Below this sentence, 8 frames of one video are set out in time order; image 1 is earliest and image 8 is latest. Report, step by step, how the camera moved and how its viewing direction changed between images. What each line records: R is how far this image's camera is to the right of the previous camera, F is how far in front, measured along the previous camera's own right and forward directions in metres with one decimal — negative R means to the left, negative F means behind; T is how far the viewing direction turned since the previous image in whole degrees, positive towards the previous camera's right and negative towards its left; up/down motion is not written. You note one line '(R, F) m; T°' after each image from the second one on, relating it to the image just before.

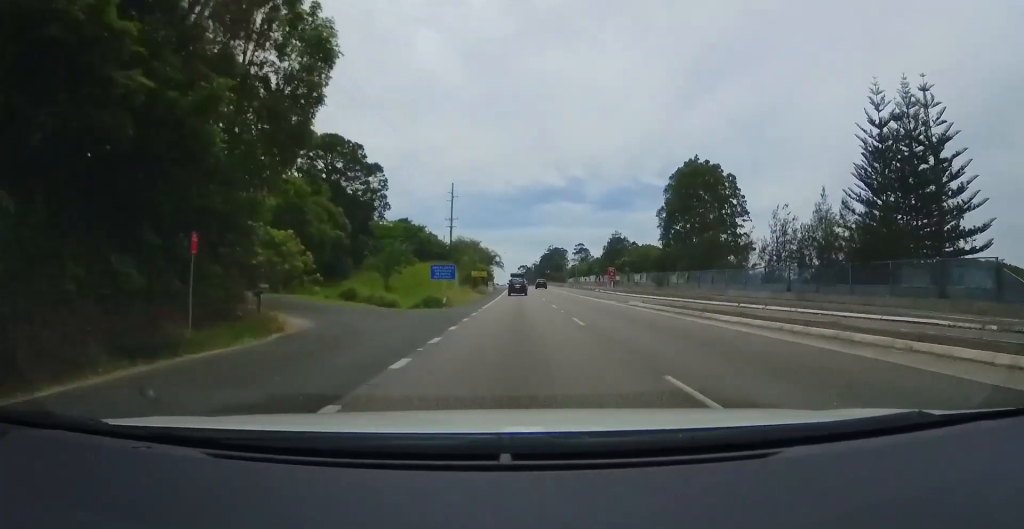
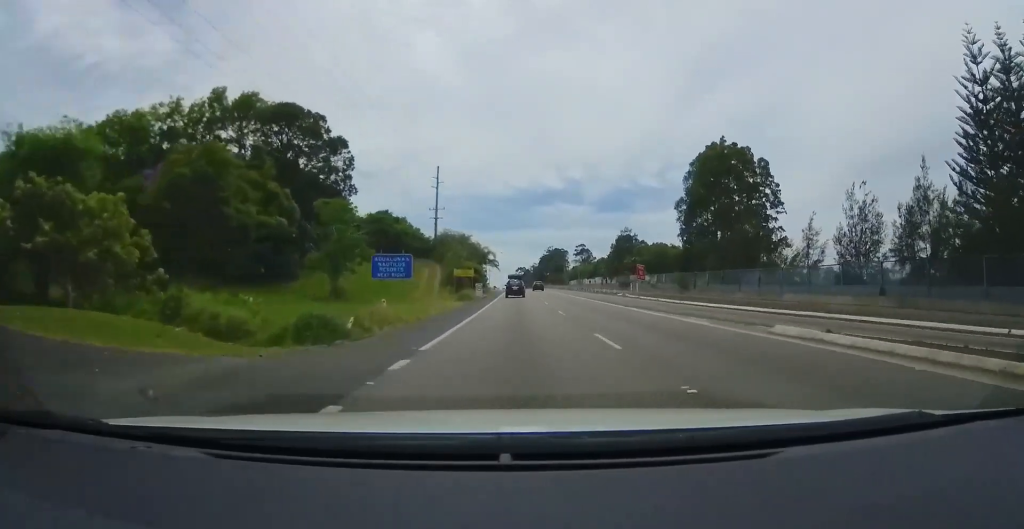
(+0.1, +17.5) m; 0°
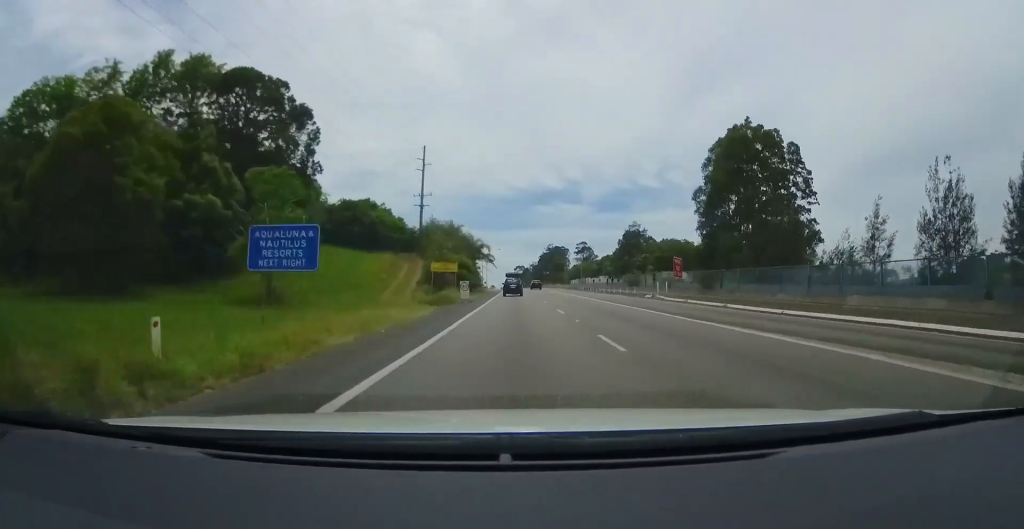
(-0.1, +12.5) m; 0°
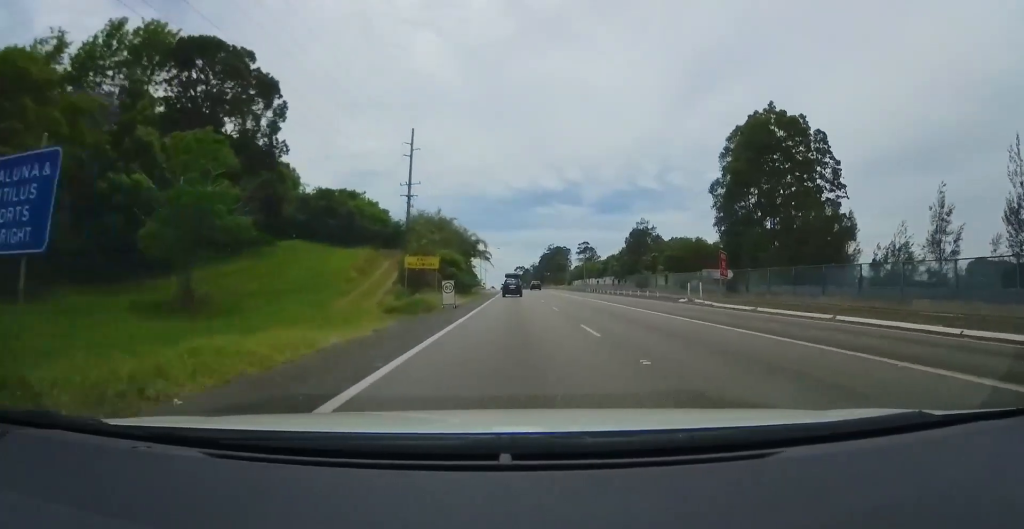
(0.0, +9.2) m; 0°
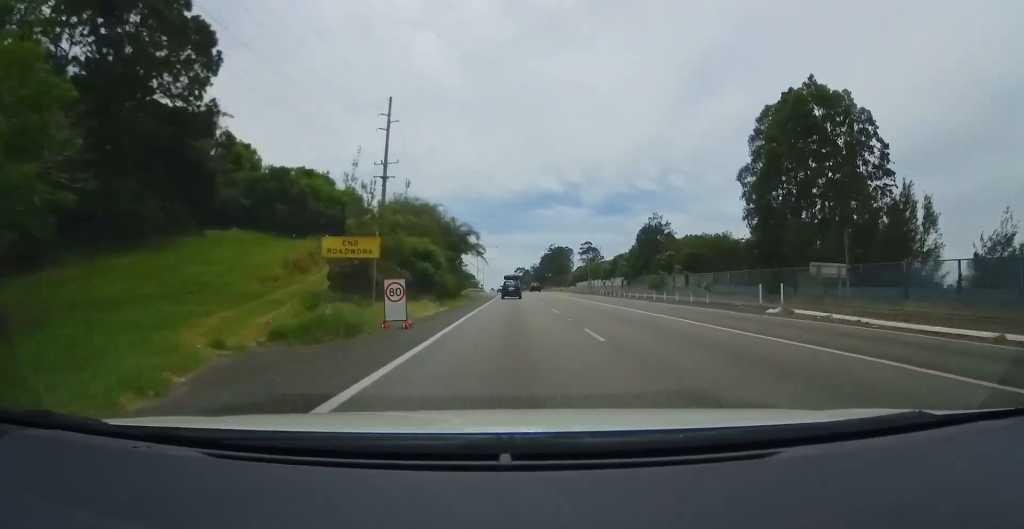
(+0.2, +12.6) m; 0°
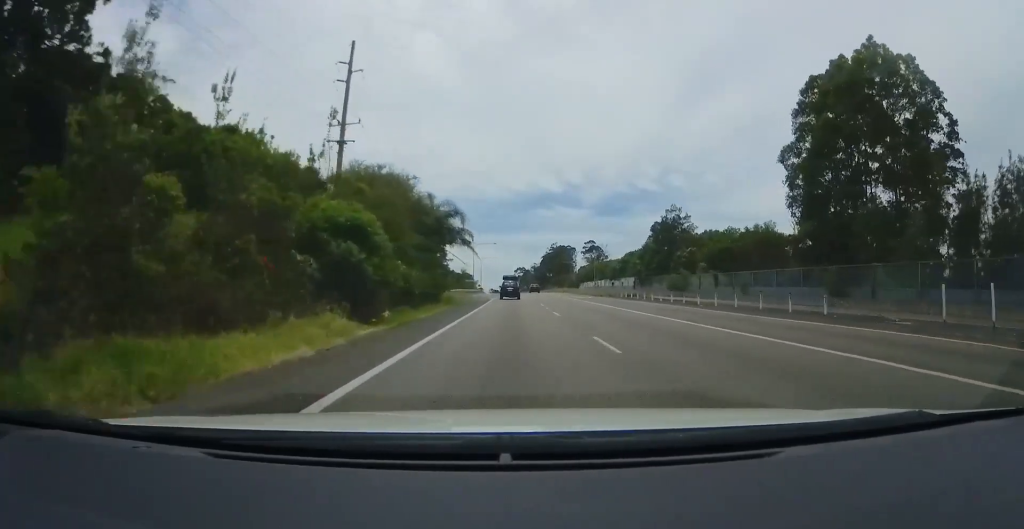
(-0.2, +14.3) m; 0°
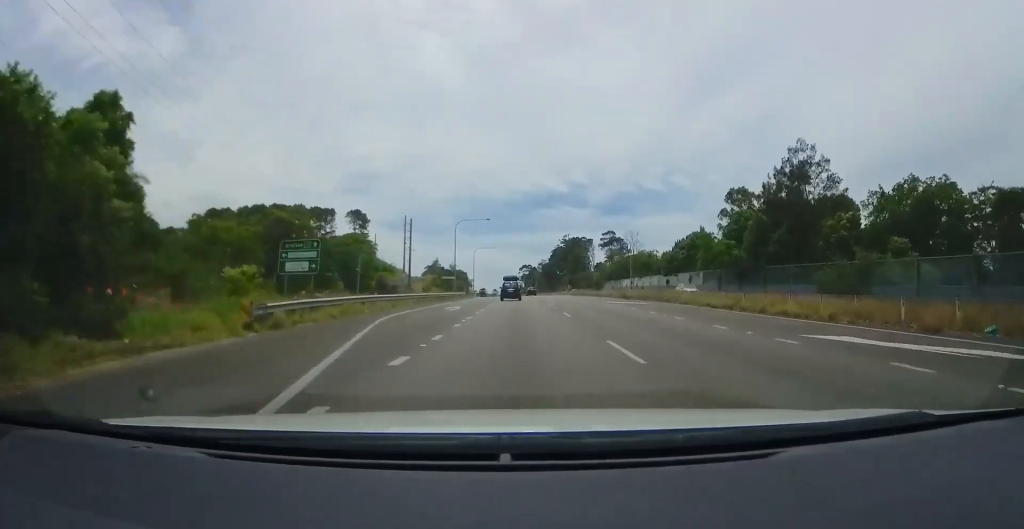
(+0.8, +47.8) m; -1°
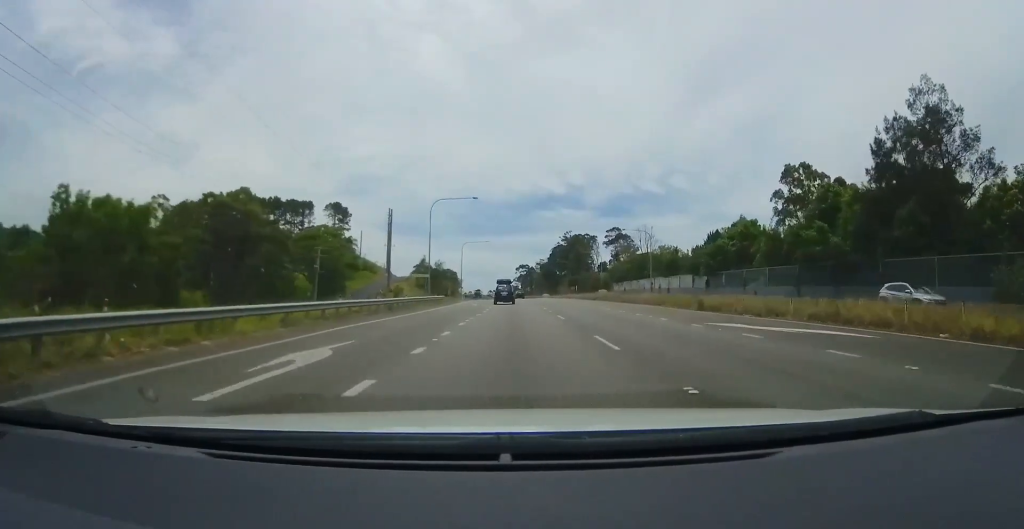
(-0.7, +22.0) m; 0°
